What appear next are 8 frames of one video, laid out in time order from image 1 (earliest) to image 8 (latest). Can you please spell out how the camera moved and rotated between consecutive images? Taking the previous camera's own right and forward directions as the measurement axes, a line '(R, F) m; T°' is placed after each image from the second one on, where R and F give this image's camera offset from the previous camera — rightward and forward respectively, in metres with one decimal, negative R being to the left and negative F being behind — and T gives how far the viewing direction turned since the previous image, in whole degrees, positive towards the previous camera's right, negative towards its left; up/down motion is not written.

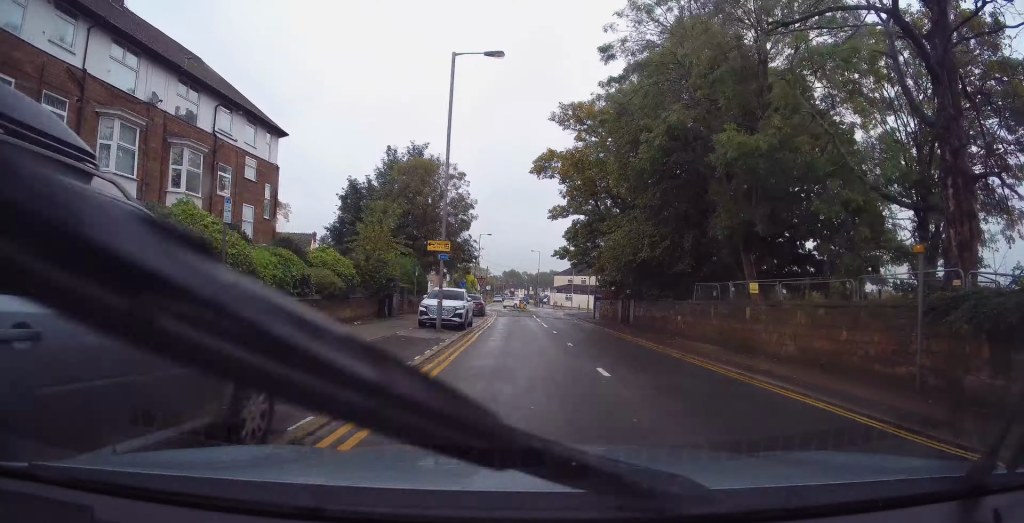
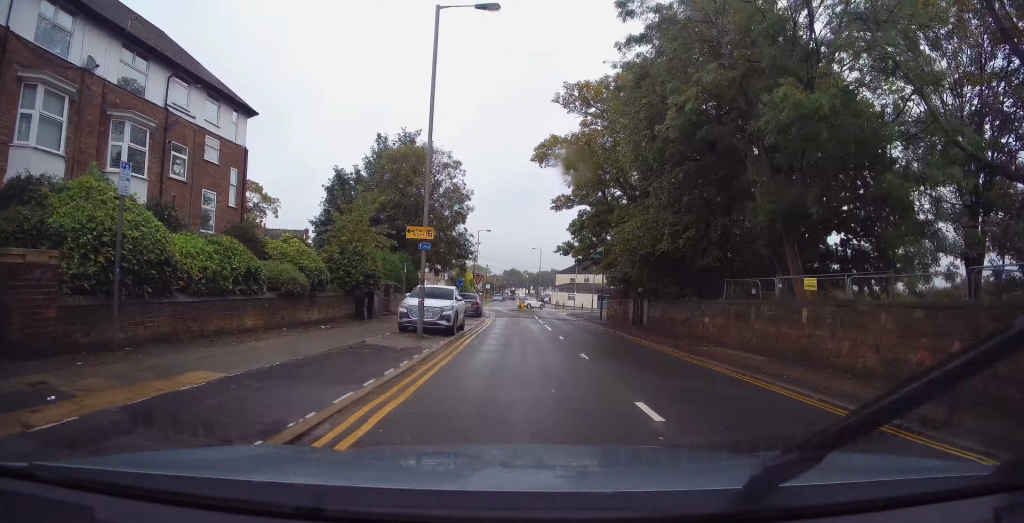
(+0.1, +3.5) m; -1°
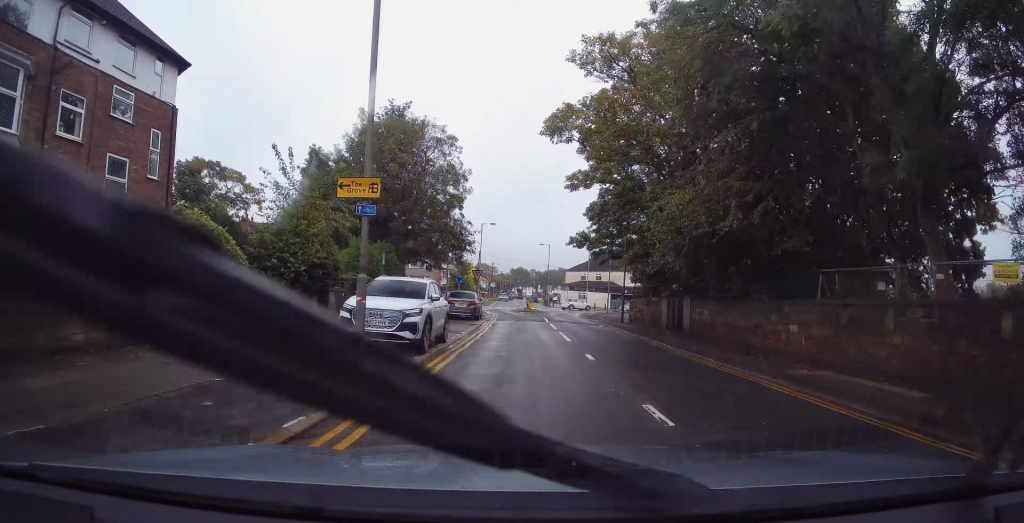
(-0.5, +6.5) m; -4°
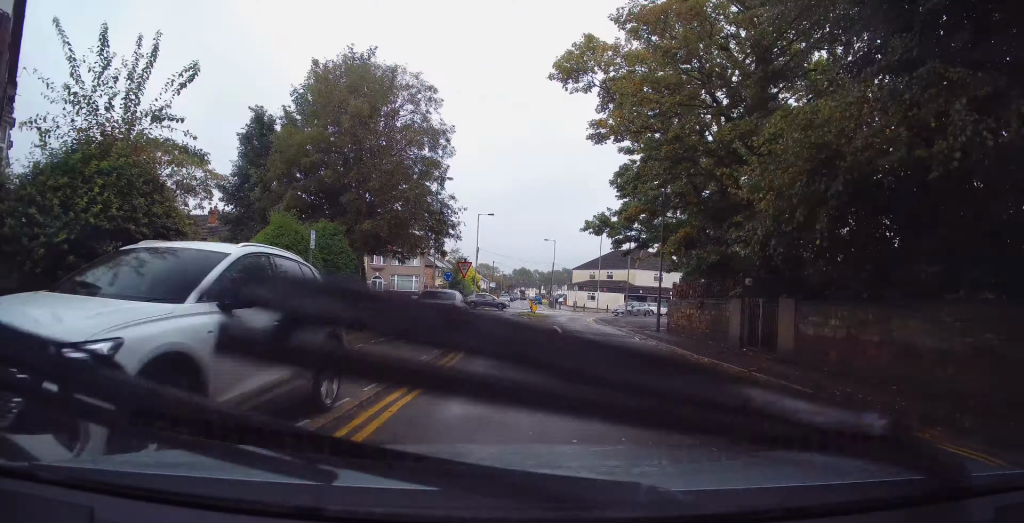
(+0.2, +9.1) m; +3°
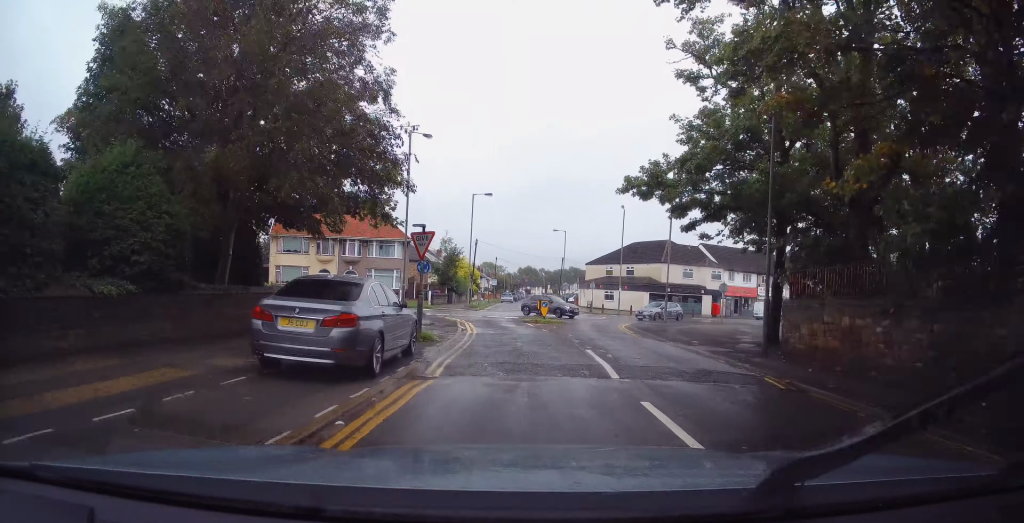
(-0.1, +11.6) m; -1°
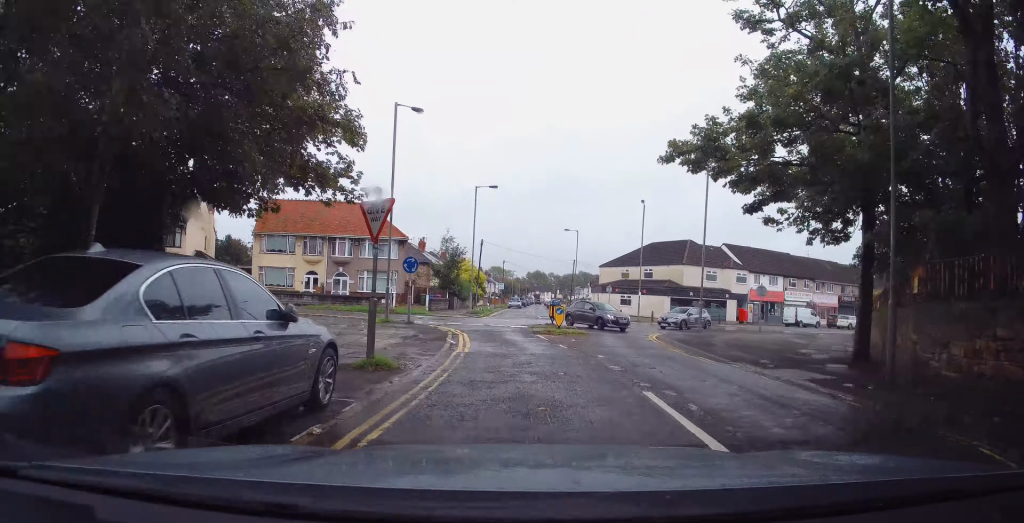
(+0.2, +4.9) m; +3°
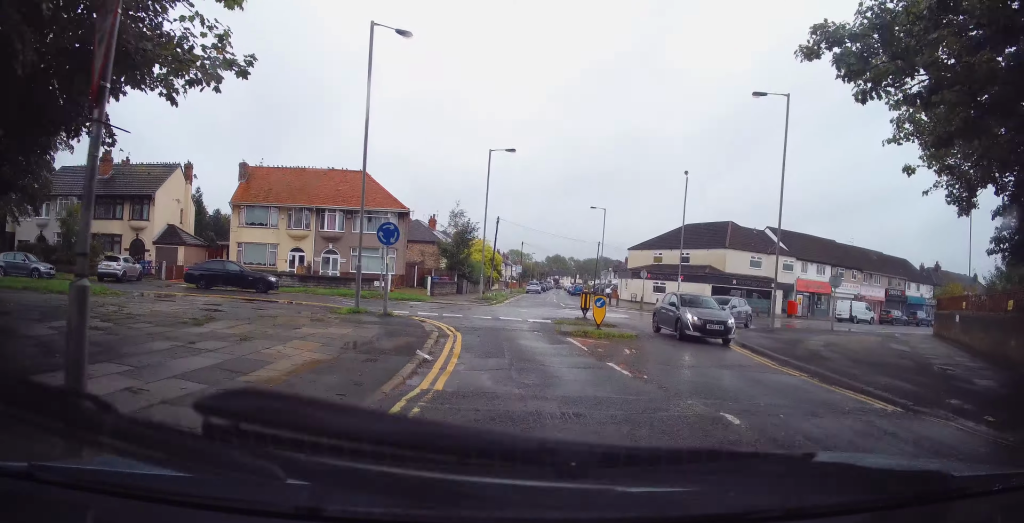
(+0.3, +6.9) m; -1°
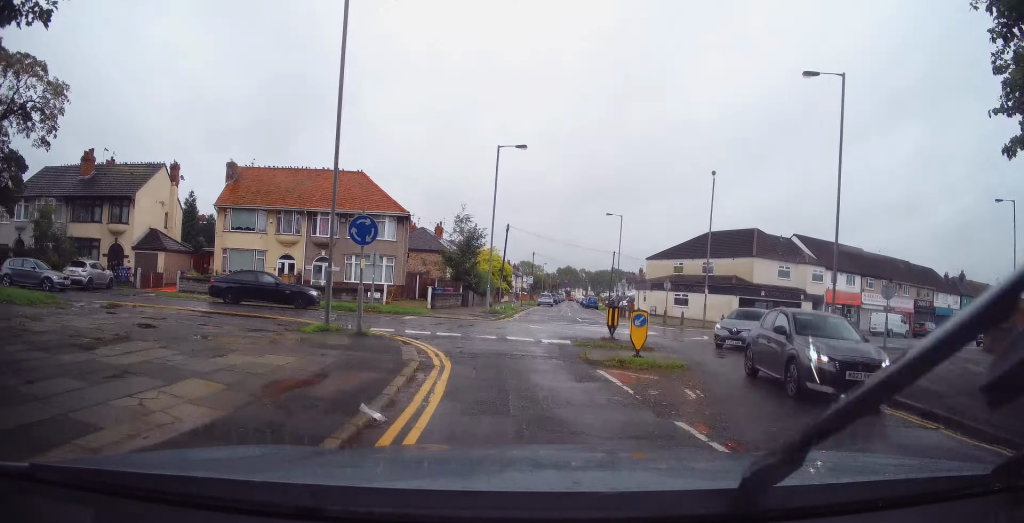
(-0.3, +4.1) m; -5°
